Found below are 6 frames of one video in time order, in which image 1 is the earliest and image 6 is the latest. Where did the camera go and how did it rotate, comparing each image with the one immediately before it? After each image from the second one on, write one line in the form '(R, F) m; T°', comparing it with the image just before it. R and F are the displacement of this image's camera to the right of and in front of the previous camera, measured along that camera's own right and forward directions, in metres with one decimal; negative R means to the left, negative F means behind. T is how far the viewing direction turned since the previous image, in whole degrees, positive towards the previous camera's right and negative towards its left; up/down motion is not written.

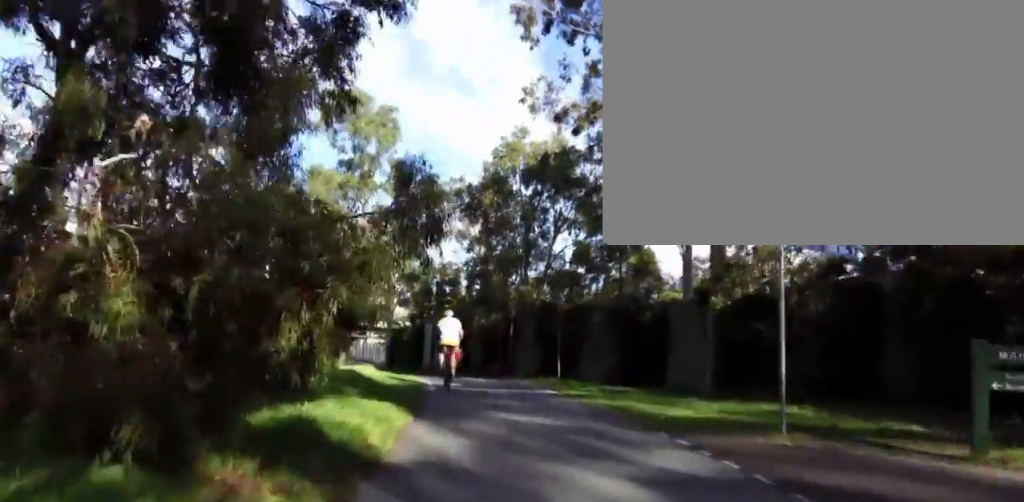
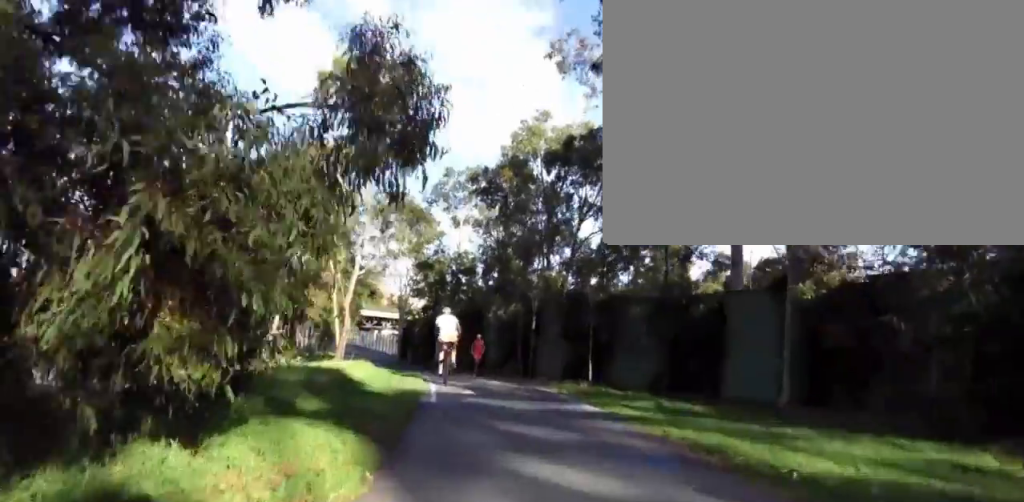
(-0.2, +3.2) m; 0°
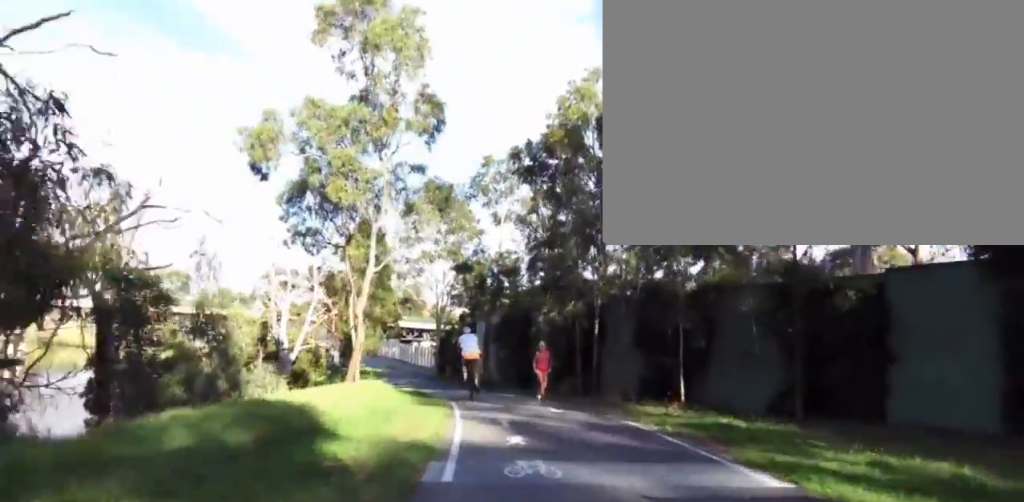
(0.0, +4.7) m; +1°
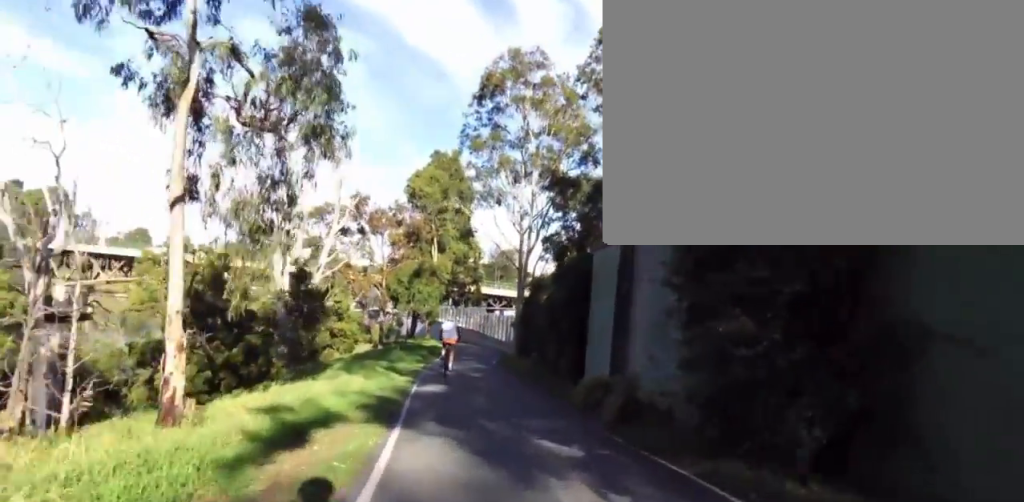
(-1.2, +16.2) m; -15°
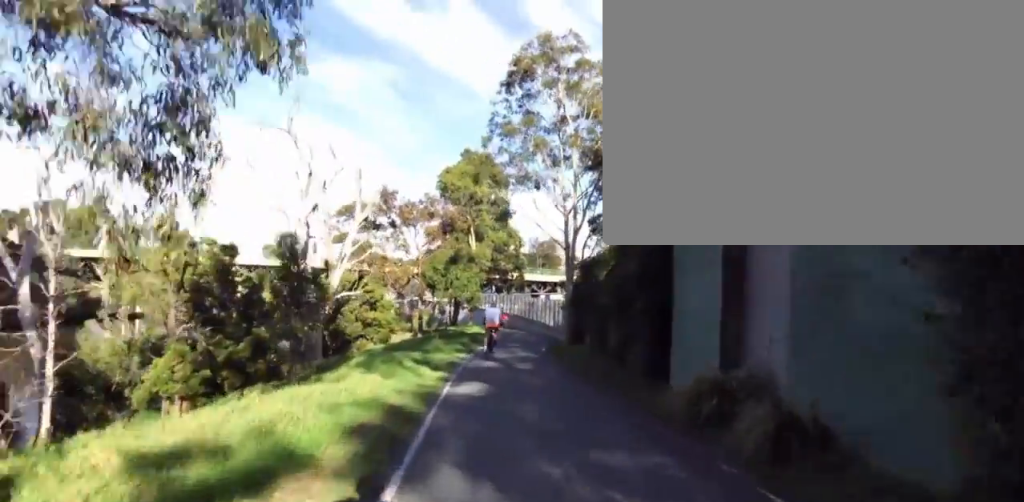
(-0.1, +3.1) m; 0°
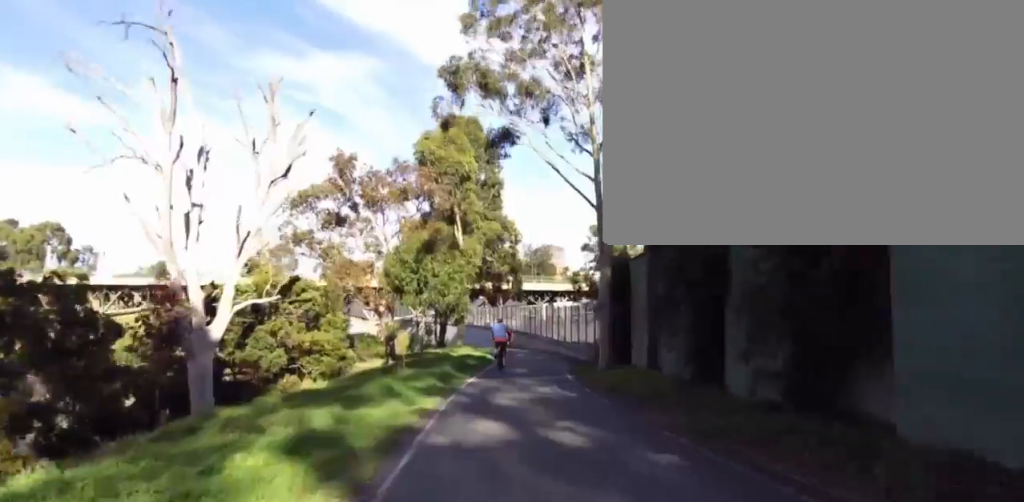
(+0.4, +9.2) m; +1°
